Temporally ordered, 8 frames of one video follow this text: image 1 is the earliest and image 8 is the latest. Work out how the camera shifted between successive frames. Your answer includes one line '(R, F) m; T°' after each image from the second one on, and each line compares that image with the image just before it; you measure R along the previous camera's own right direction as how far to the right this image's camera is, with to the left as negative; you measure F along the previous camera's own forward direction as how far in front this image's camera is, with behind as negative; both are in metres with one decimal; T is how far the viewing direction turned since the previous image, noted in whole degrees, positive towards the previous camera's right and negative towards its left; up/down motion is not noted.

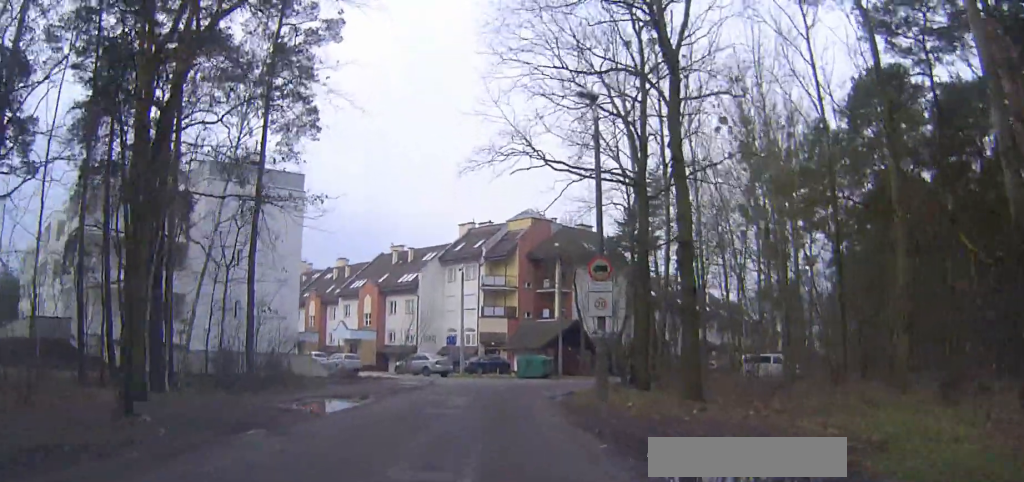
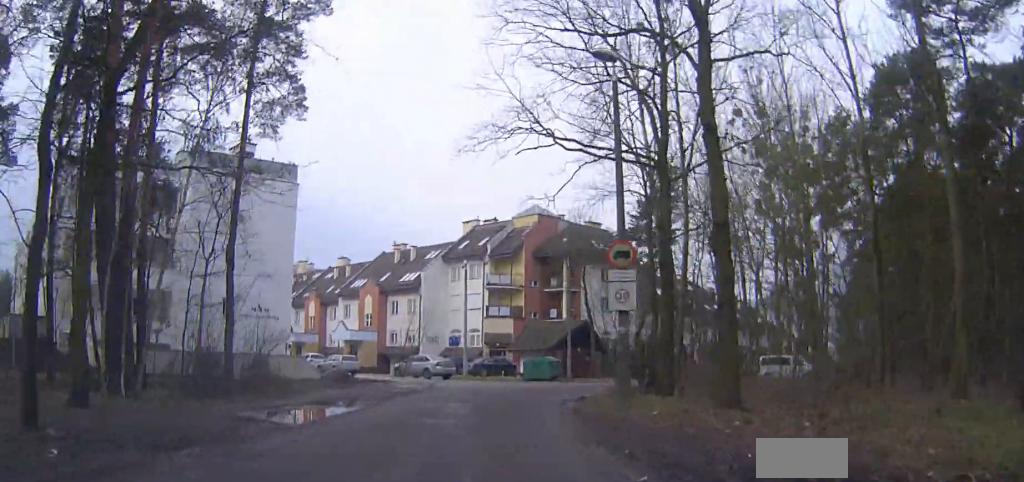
(+0.1, +3.0) m; 0°
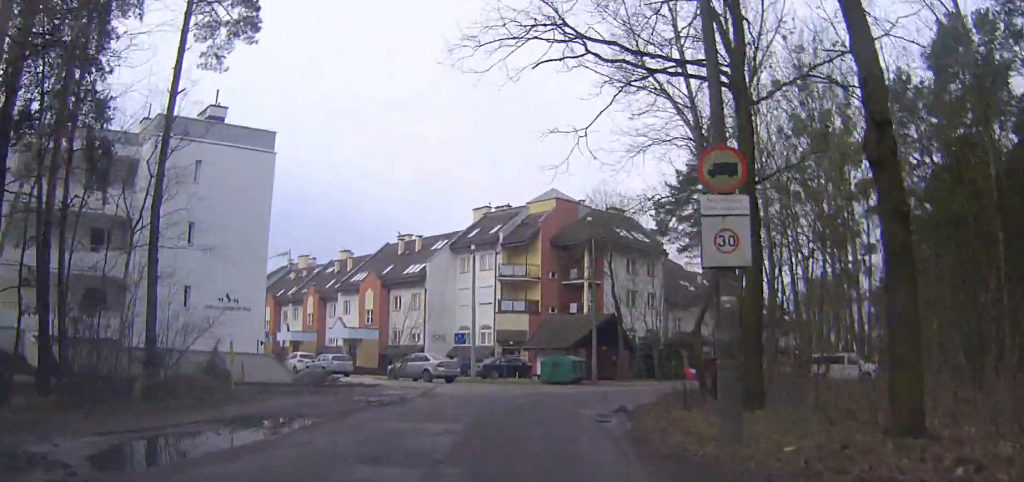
(-0.4, +7.5) m; -6°
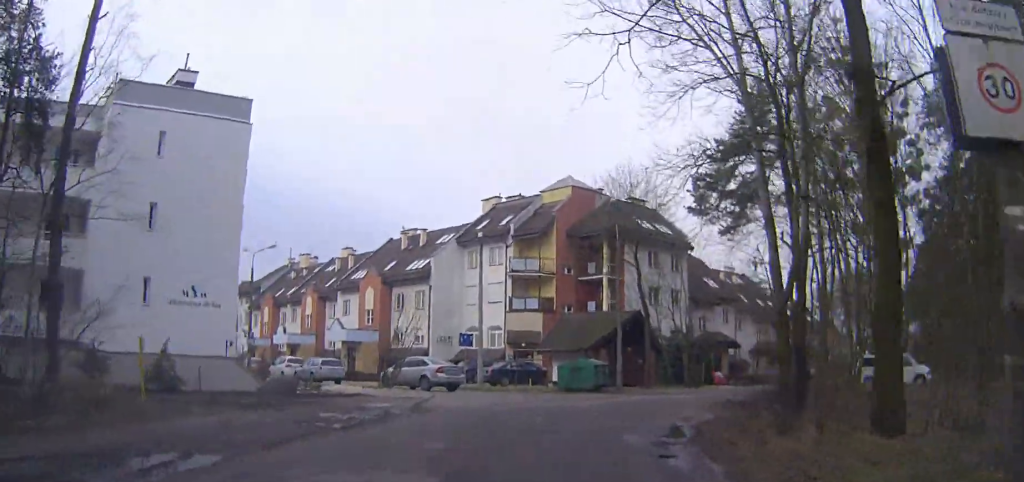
(-0.2, +5.9) m; -2°
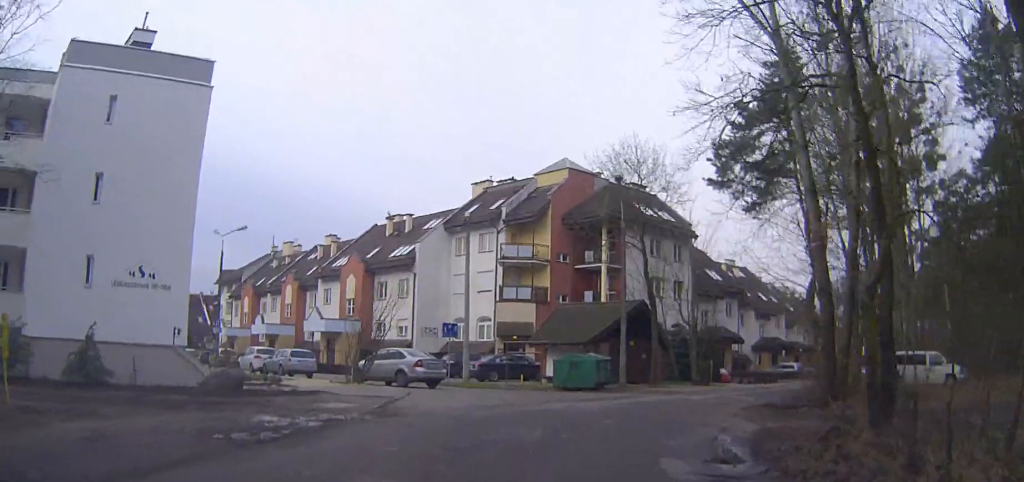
(0.0, +4.6) m; +1°
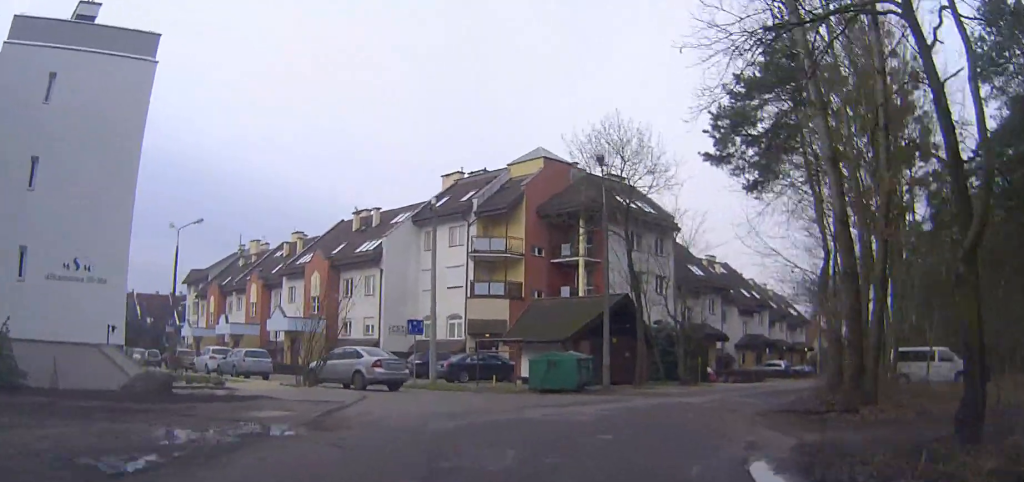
(0.0, +3.2) m; +2°
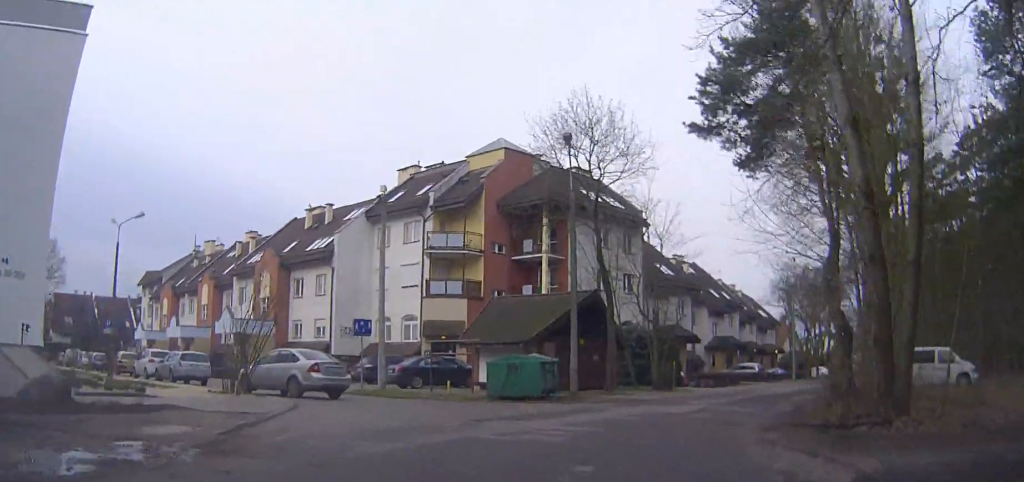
(+0.1, +3.0) m; +3°
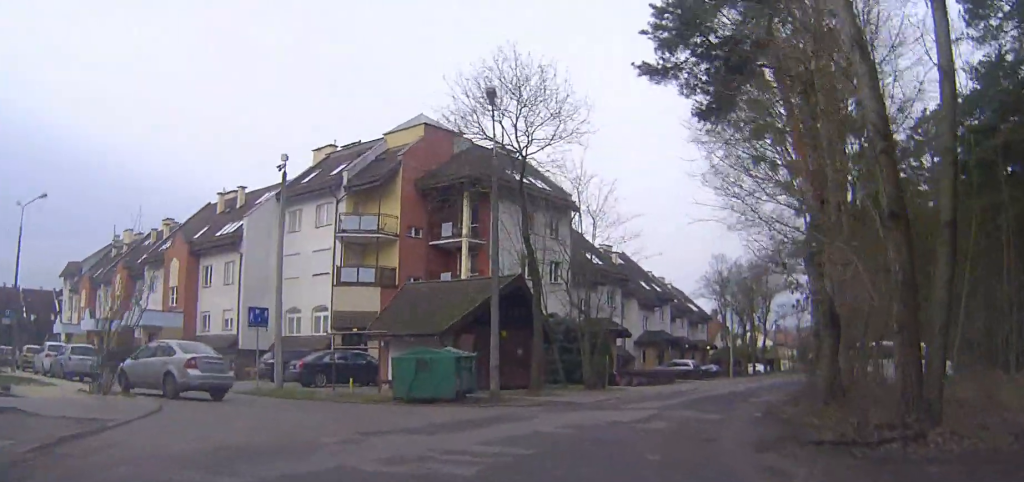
(+0.1, +3.5) m; +7°
